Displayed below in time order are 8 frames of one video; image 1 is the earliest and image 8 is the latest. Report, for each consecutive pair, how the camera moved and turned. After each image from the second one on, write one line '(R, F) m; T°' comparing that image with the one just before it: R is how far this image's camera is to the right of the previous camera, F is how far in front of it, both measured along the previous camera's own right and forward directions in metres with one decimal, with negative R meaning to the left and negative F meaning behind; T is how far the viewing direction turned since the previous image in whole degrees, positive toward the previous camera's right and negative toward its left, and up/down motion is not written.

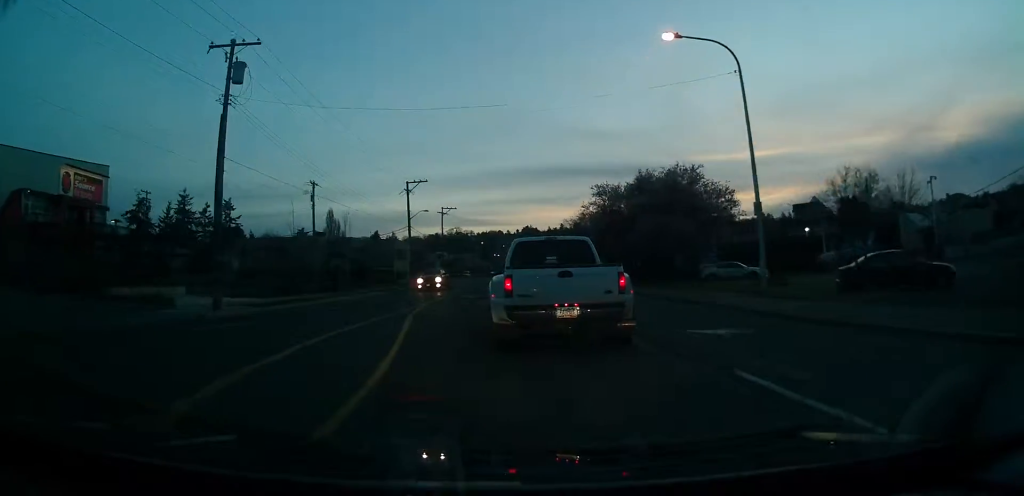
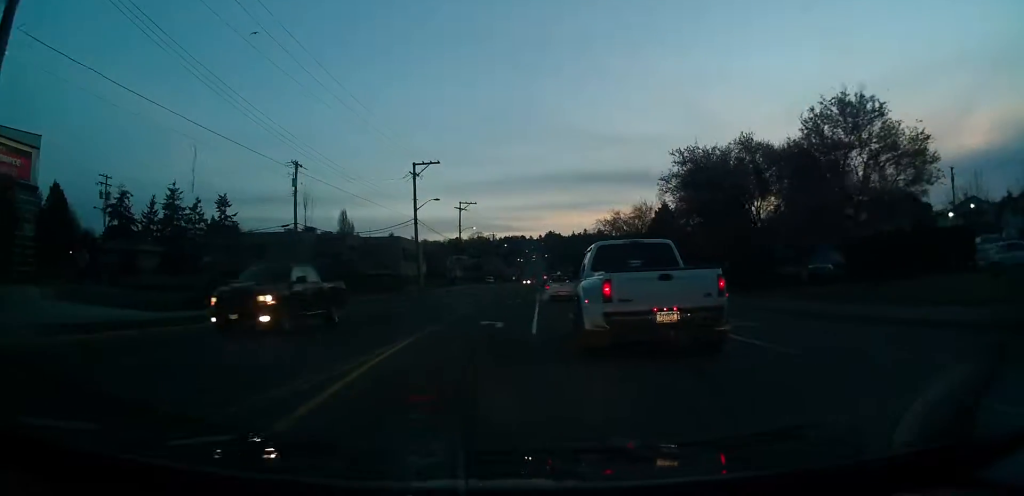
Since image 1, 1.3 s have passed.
(-0.4, +16.2) m; -3°
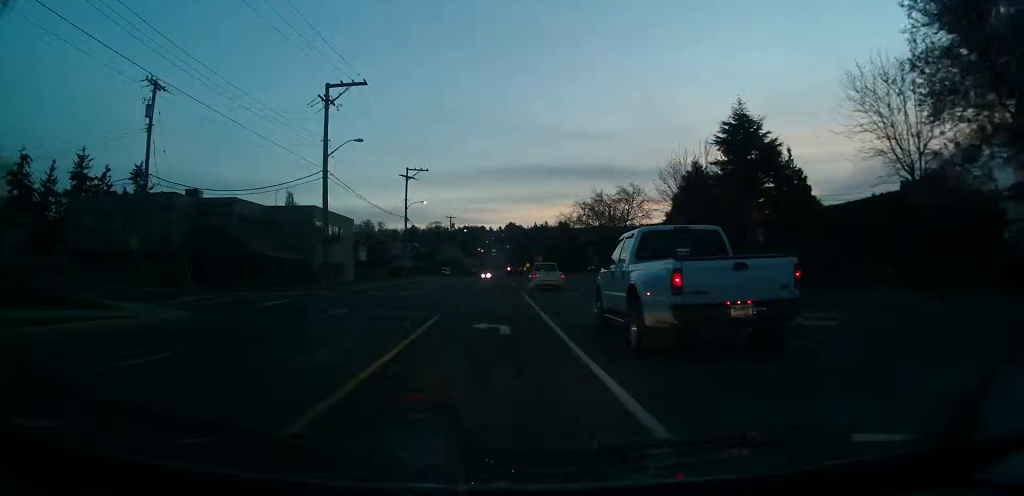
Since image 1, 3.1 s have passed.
(0.0, +23.0) m; +1°
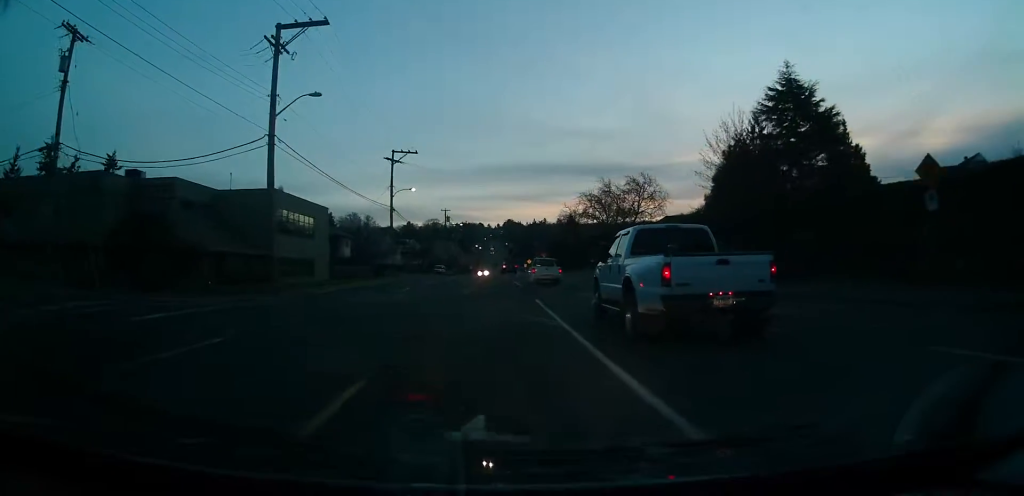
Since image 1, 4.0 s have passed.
(0.0, +10.1) m; -2°
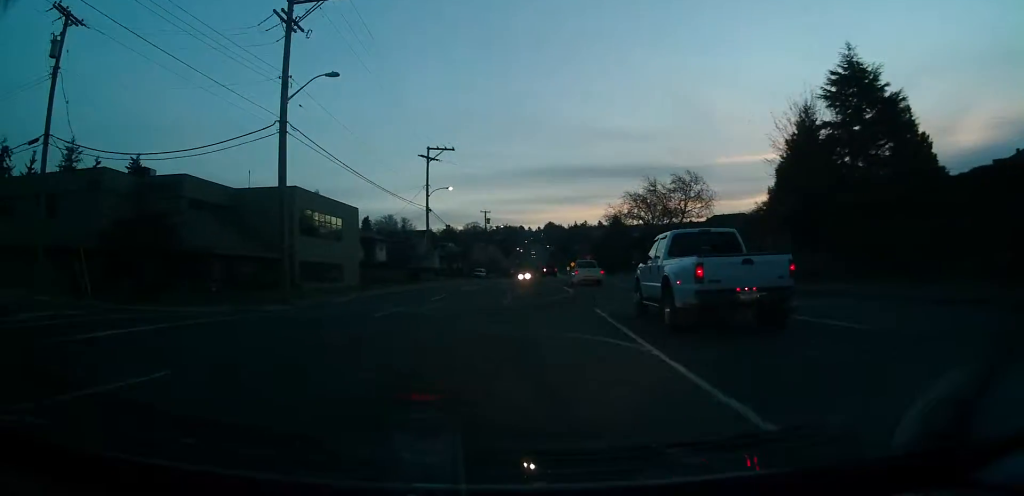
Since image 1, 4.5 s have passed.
(0.0, +4.3) m; -4°
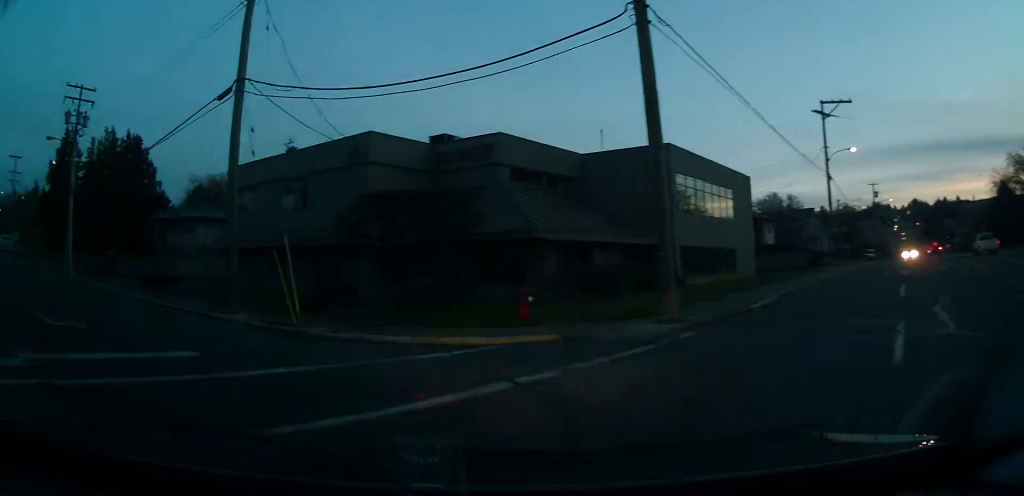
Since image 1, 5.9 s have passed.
(-2.1, +11.5) m; -25°
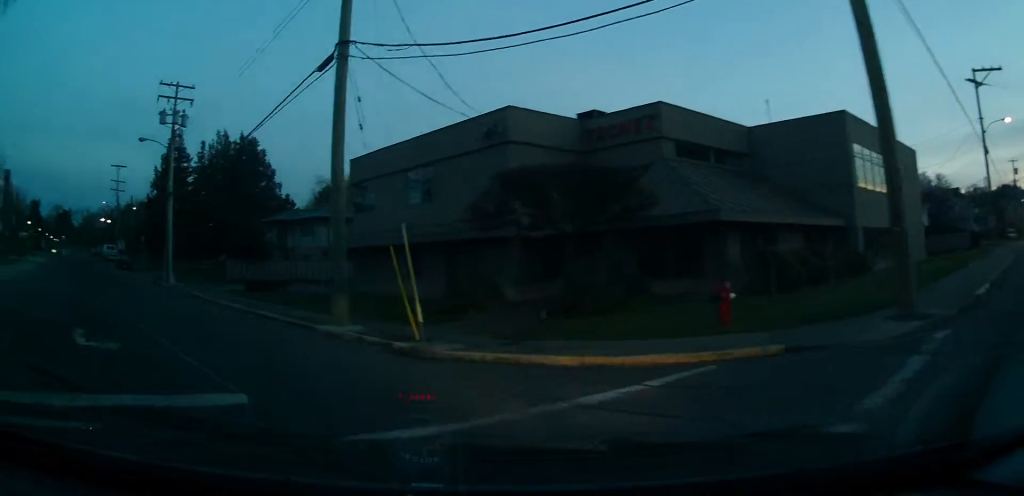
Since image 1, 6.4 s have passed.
(-0.2, +3.6) m; -11°
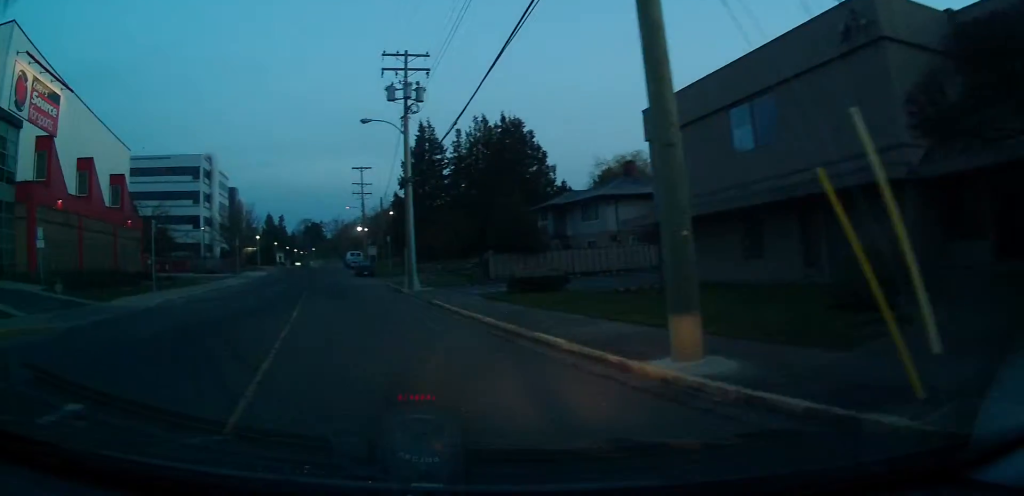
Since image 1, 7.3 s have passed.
(-0.9, +7.1) m; -27°
